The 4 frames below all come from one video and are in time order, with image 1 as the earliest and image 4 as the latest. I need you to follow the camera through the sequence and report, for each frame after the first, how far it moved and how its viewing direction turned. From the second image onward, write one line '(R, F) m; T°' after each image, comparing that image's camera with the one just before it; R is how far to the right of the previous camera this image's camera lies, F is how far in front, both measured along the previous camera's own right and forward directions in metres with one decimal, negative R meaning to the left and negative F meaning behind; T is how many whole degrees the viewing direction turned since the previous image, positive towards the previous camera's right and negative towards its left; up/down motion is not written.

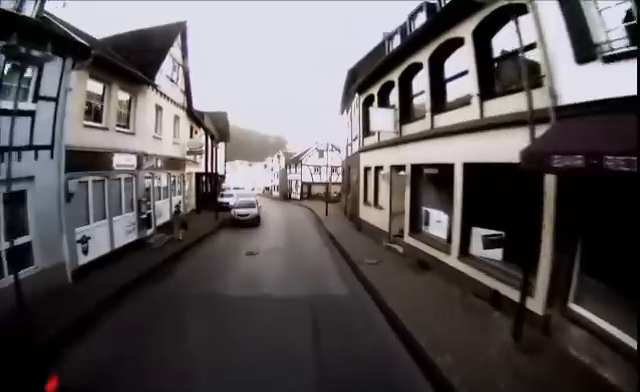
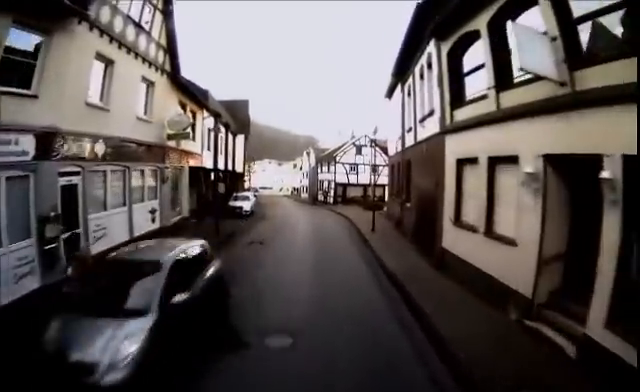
(-0.1, +5.7) m; -3°
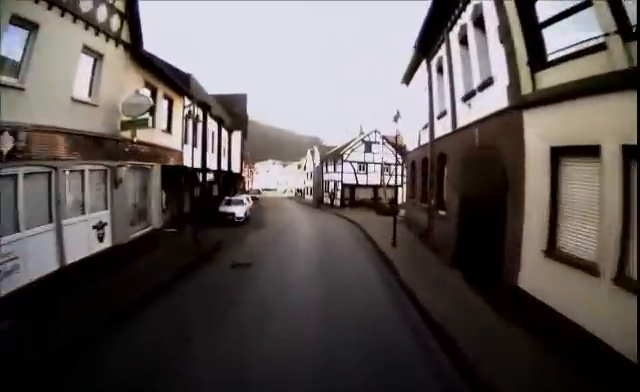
(-0.1, +3.0) m; -2°
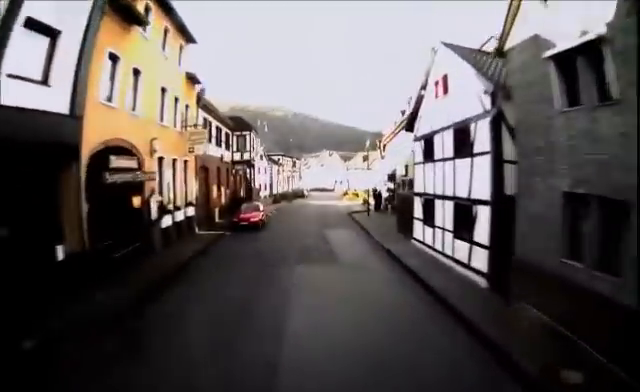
(-3.1, +34.3) m; -9°
